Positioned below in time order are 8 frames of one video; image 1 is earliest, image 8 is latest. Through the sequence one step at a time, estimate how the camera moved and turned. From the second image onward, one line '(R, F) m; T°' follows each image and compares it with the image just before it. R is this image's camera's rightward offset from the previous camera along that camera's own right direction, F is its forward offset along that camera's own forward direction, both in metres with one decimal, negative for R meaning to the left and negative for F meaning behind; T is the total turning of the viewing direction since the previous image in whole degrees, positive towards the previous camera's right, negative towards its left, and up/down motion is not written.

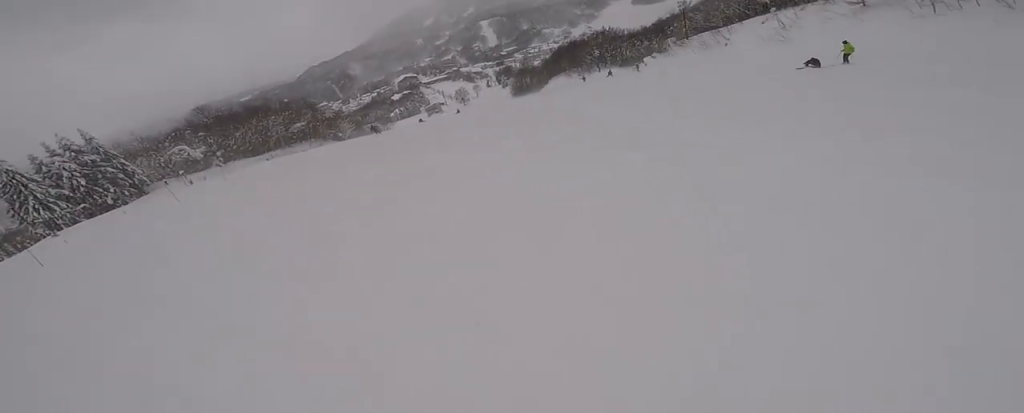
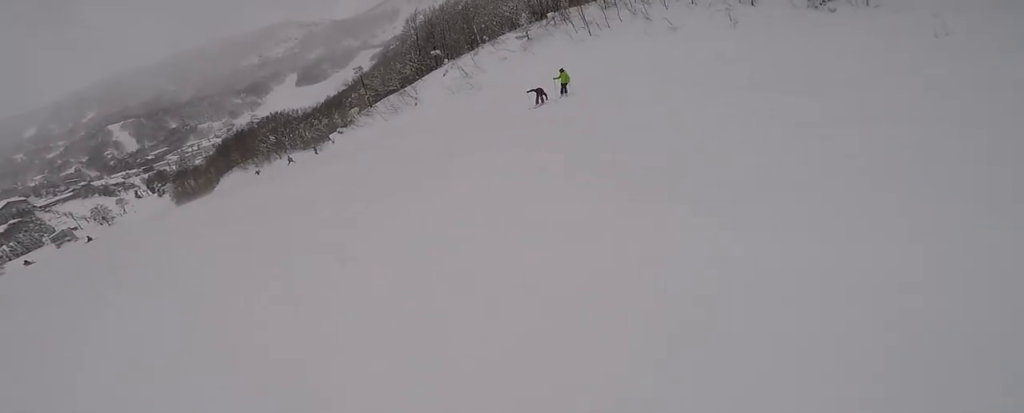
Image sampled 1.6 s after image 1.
(+2.6, +7.3) m; +5°
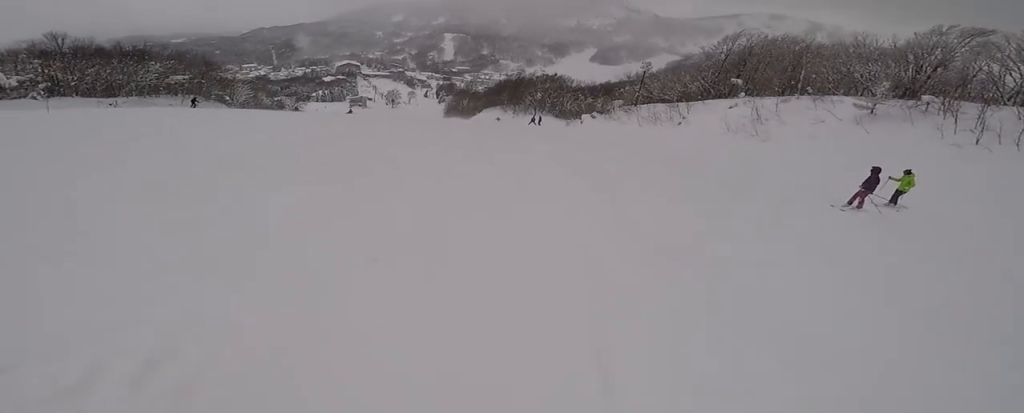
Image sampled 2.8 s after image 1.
(-1.7, +4.4) m; -38°
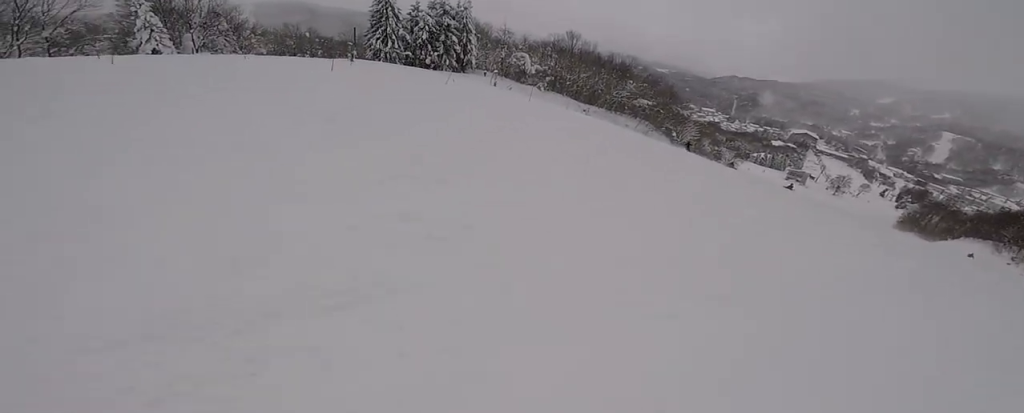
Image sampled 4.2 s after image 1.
(-1.9, +5.7) m; -25°
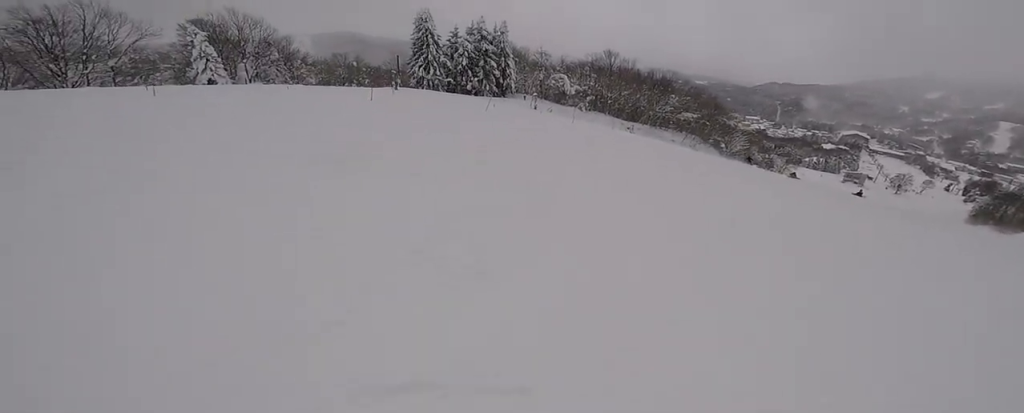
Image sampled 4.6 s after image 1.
(-0.1, +1.8) m; -4°
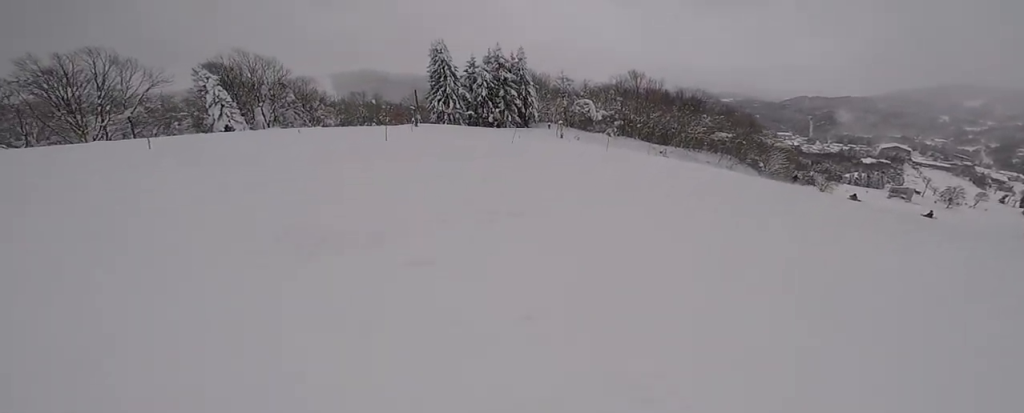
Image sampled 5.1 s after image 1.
(0.0, +2.3) m; +14°
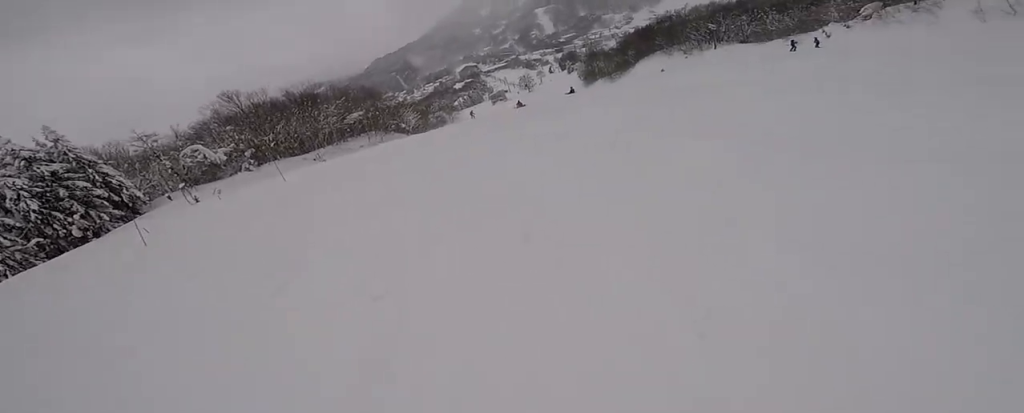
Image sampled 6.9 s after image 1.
(+3.3, +5.4) m; +67°
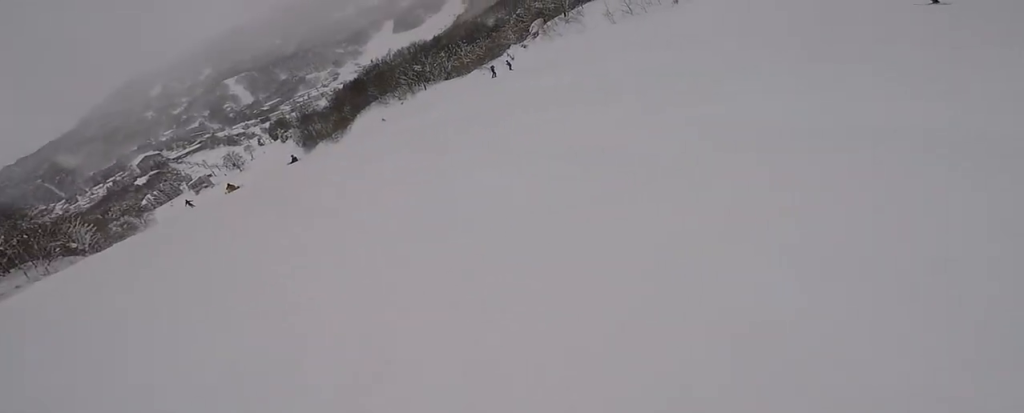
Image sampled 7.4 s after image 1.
(+0.7, +2.2) m; +14°
